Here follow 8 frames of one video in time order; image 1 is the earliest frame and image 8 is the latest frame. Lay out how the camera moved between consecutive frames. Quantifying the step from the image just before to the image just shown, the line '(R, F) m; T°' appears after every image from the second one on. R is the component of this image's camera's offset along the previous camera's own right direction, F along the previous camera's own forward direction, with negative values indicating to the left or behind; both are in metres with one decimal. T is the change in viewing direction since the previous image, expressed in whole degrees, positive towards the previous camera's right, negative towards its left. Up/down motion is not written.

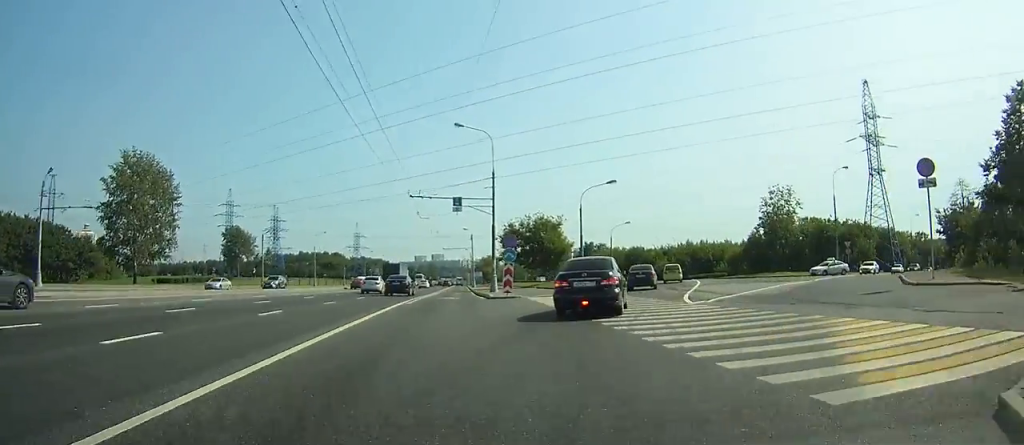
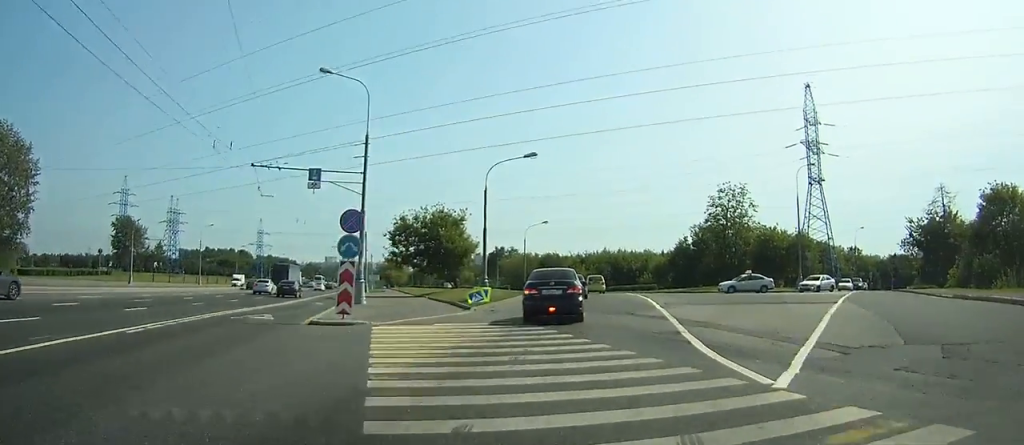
(+0.6, +12.9) m; +7°
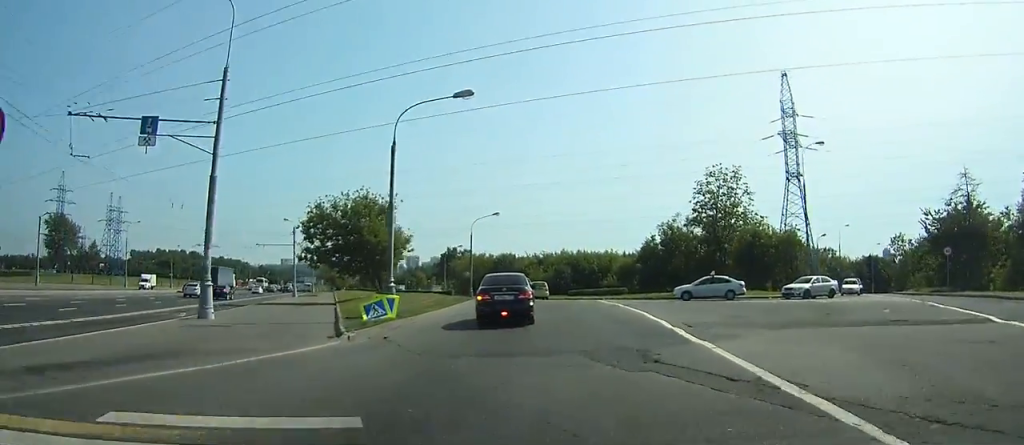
(+0.7, +10.8) m; +5°
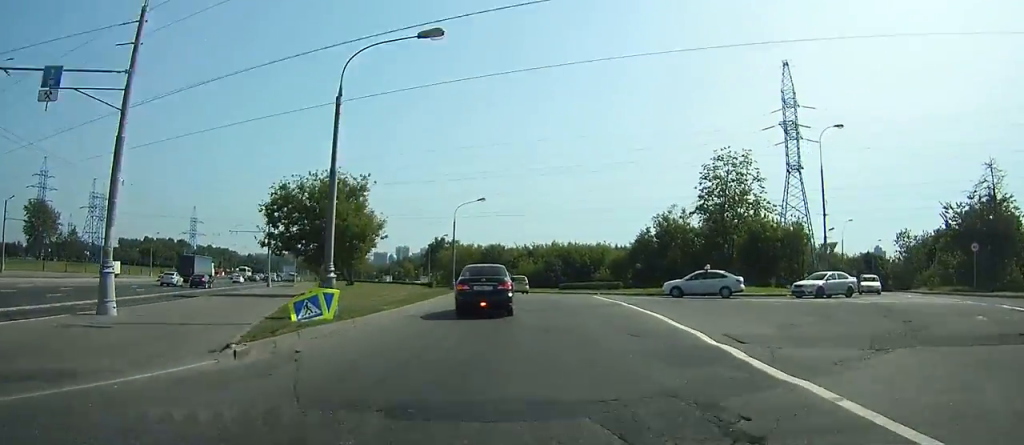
(+0.1, +4.5) m; +1°
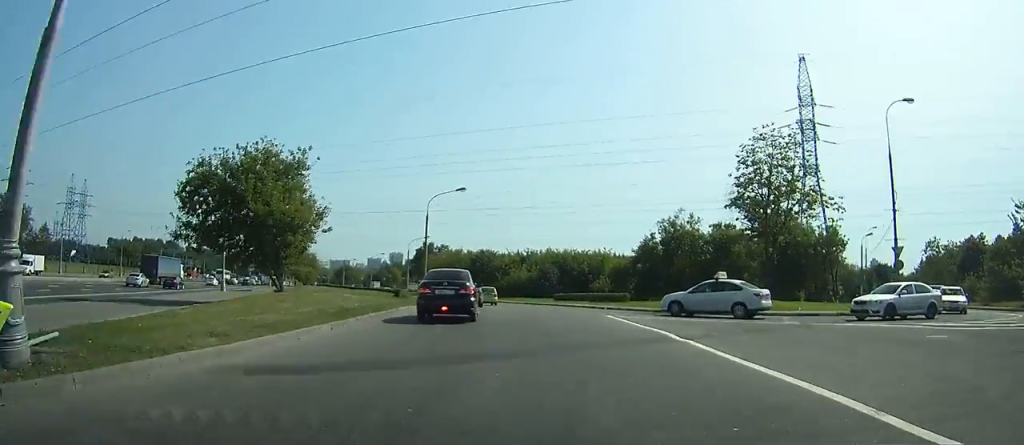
(0.0, +9.4) m; +1°
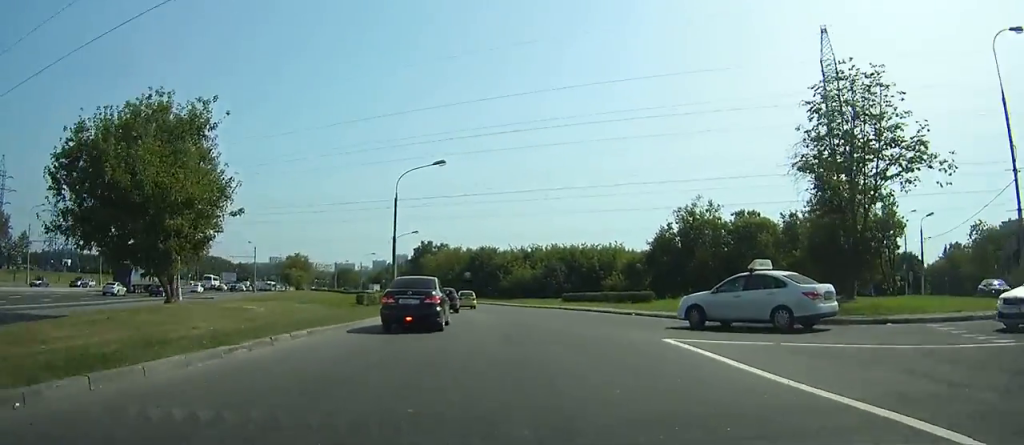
(+0.1, +9.4) m; 0°
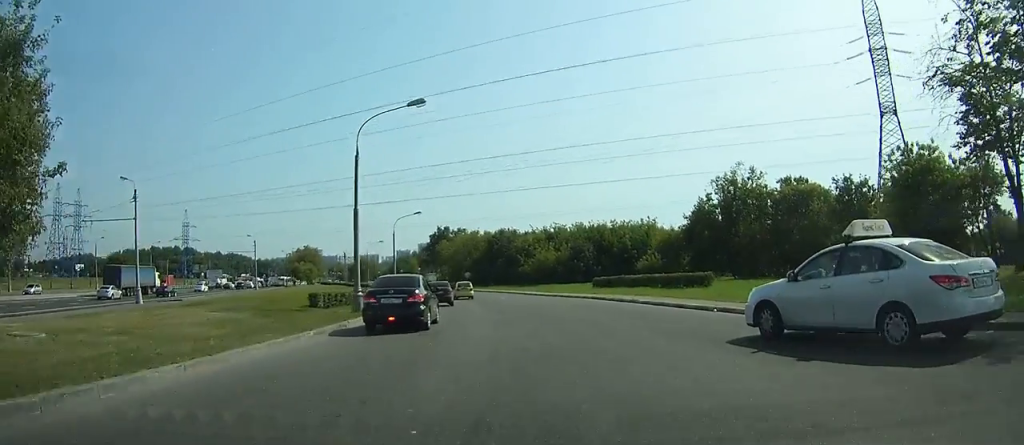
(0.0, +9.7) m; -2°
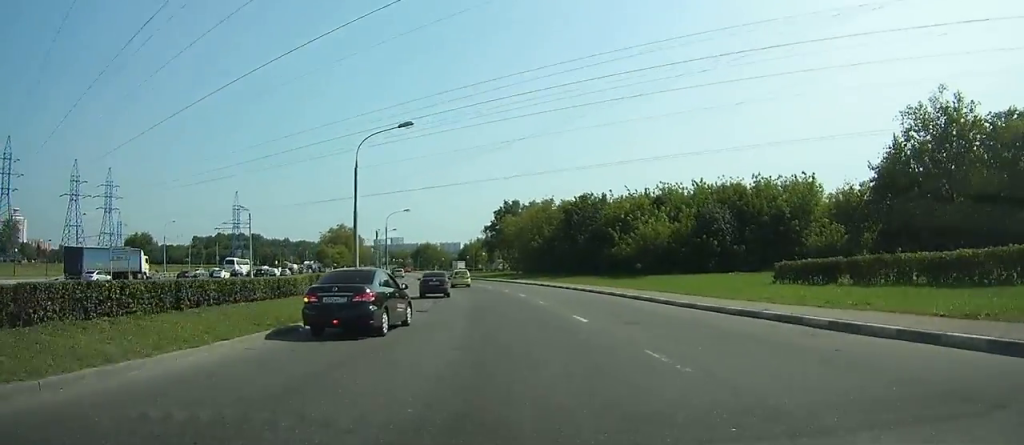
(-2.2, +30.5) m; -8°
